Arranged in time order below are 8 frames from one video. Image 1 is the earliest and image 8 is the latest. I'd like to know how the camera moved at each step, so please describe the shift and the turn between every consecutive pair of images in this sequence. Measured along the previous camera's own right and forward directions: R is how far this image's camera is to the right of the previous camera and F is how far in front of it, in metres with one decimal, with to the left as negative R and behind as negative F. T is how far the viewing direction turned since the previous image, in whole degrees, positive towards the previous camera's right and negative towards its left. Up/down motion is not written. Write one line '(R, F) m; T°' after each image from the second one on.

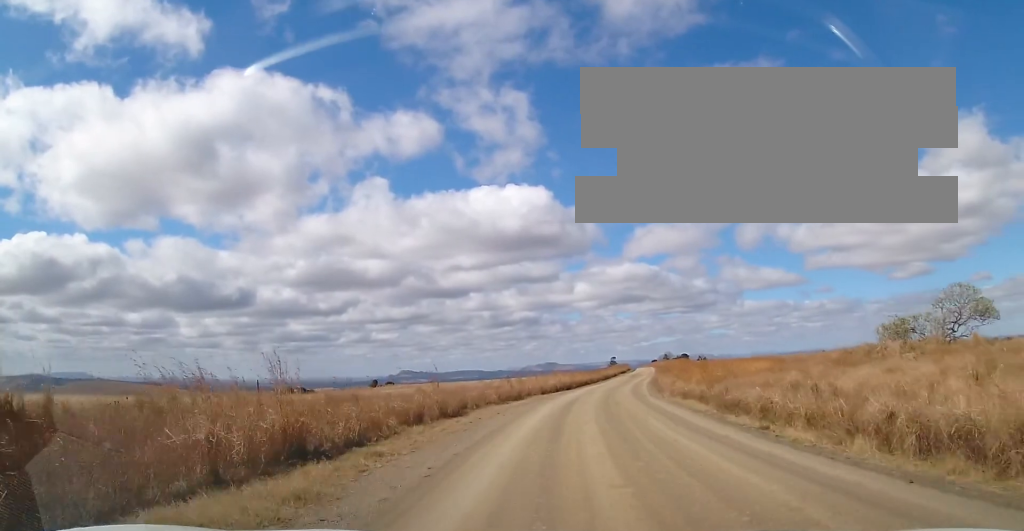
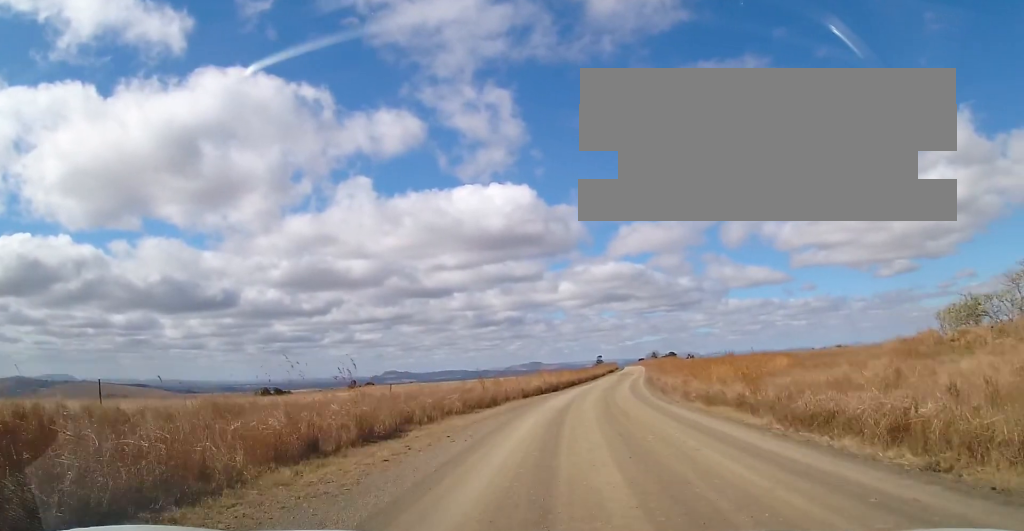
(+0.1, +8.2) m; +2°
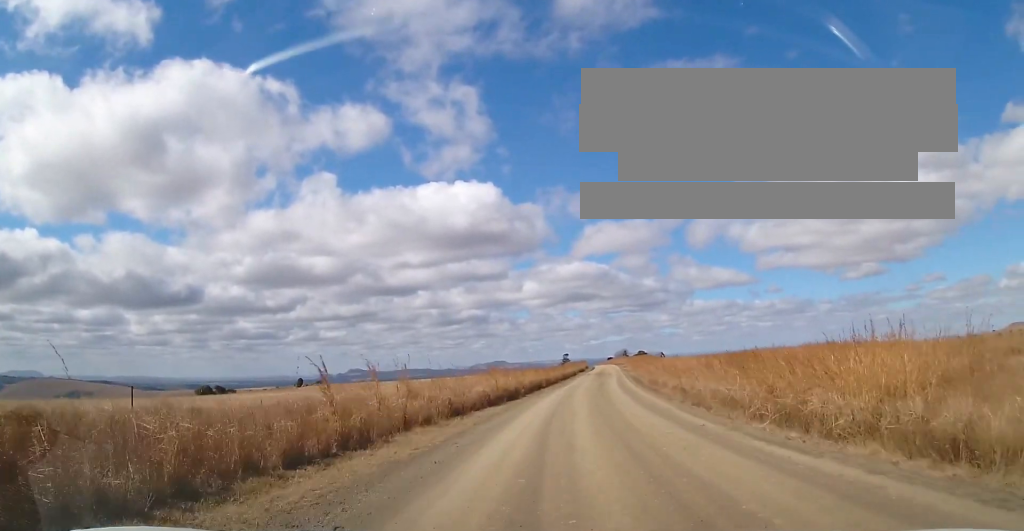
(+0.4, +18.1) m; +3°
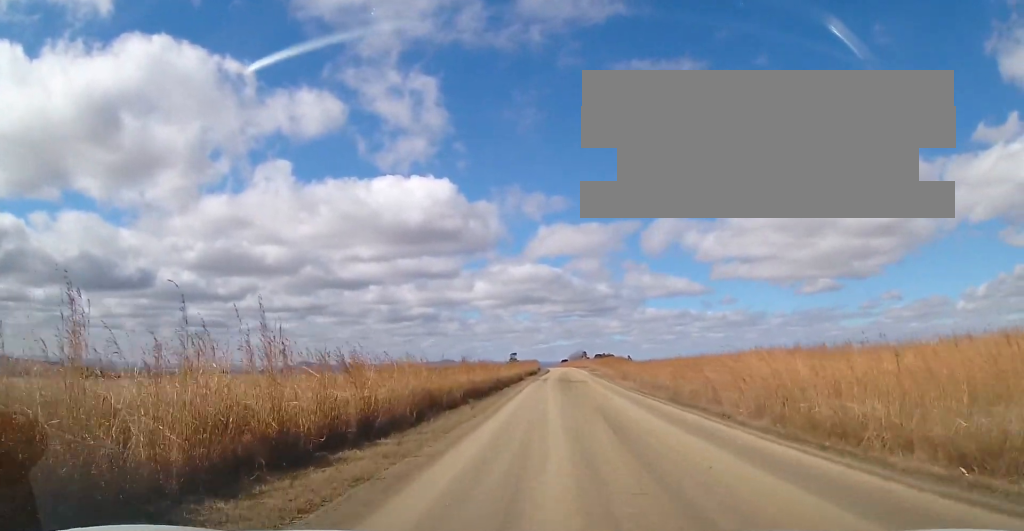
(+2.3, +42.0) m; +5°
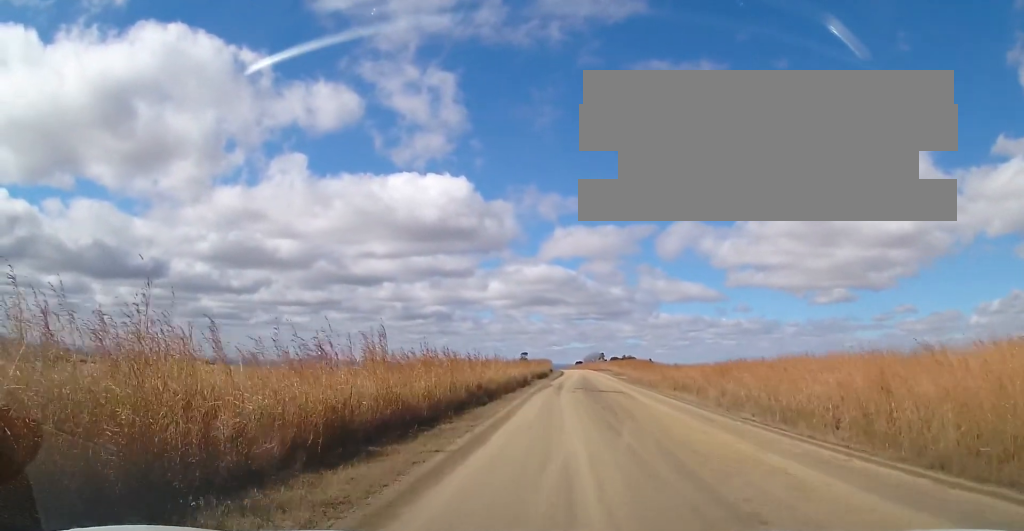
(+0.1, +18.8) m; 0°
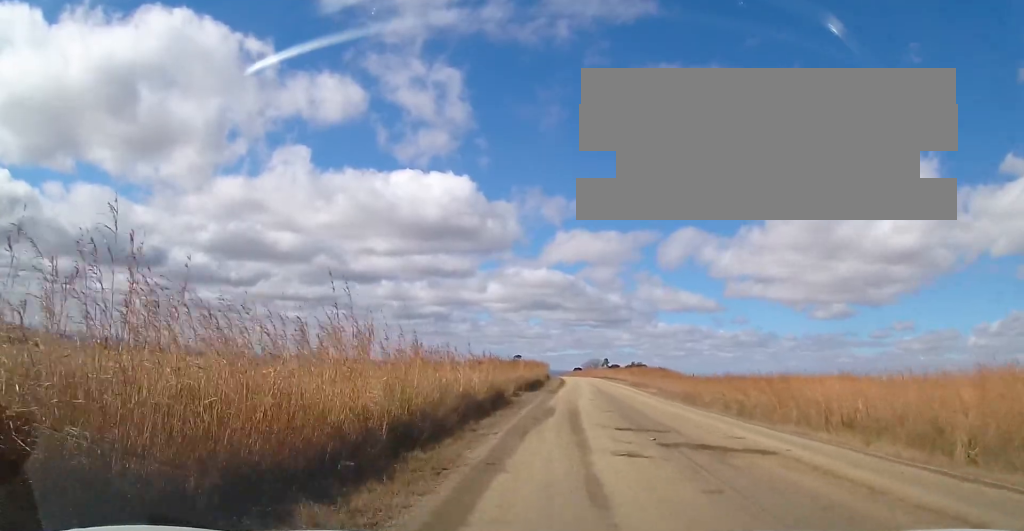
(-0.2, +23.5) m; 0°
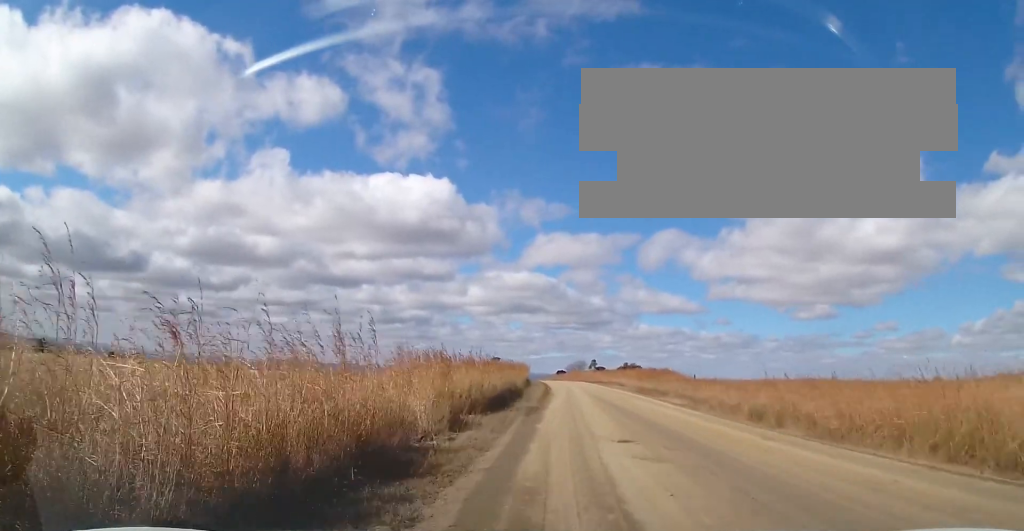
(0.0, +16.7) m; 0°
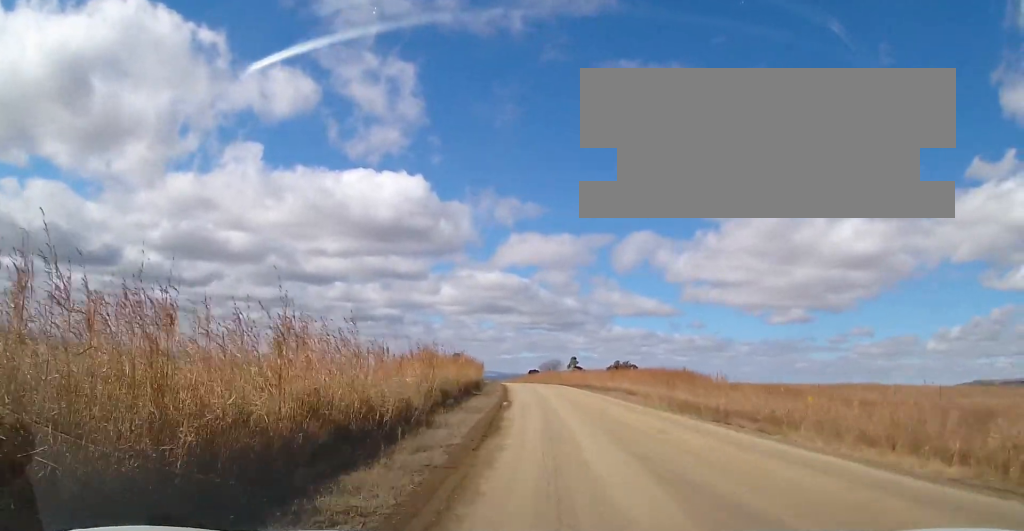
(+0.7, +27.1) m; +3°
